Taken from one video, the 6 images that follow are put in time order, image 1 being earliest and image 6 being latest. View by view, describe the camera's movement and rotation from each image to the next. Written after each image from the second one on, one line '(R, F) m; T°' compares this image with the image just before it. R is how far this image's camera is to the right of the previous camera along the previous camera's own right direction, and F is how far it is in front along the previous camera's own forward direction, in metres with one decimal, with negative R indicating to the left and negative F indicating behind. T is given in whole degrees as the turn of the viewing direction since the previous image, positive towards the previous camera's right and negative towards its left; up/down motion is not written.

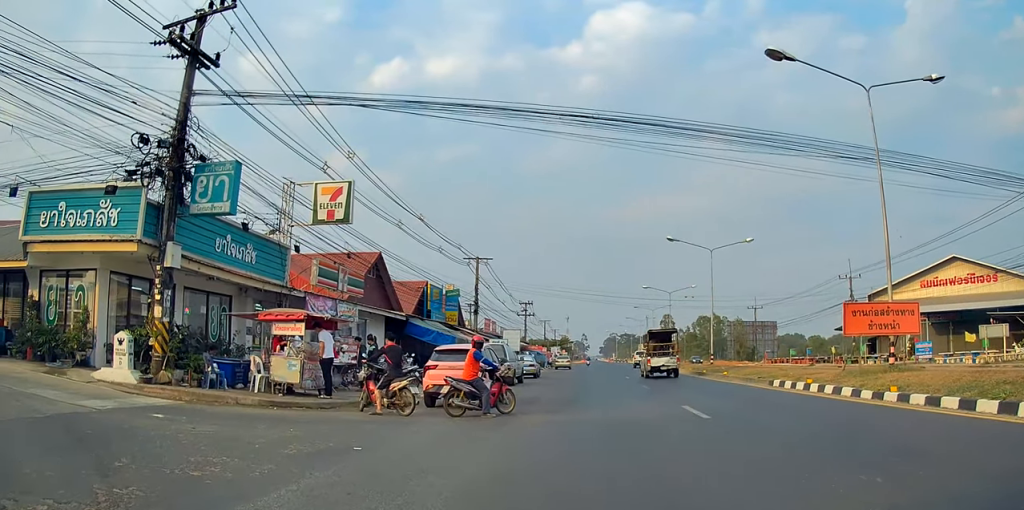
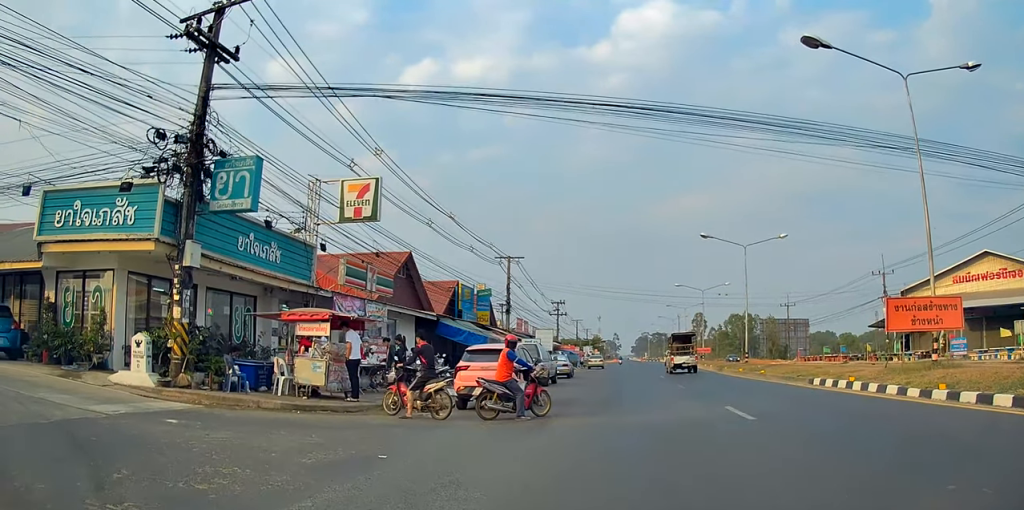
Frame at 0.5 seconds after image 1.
(0.0, +0.8) m; -1°
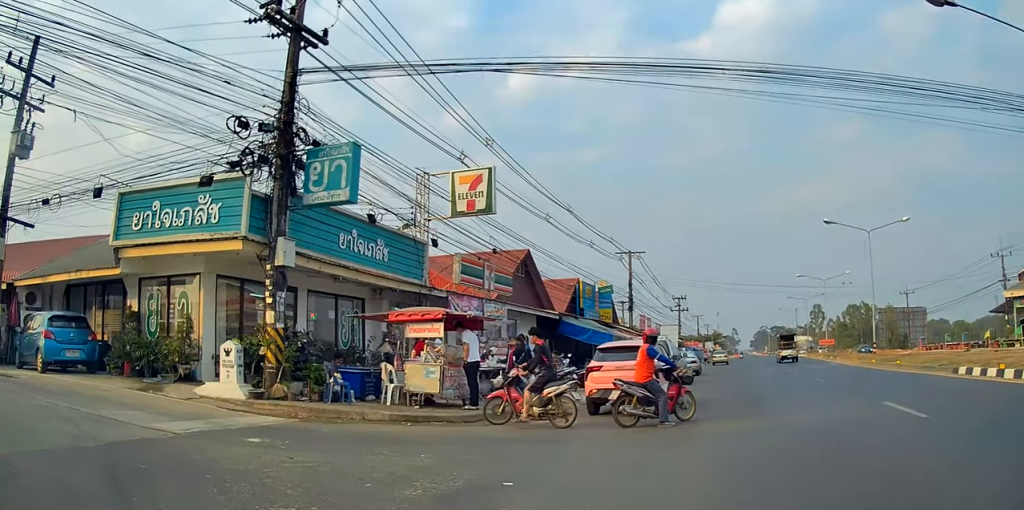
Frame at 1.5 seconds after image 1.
(0.0, +1.8) m; -2°
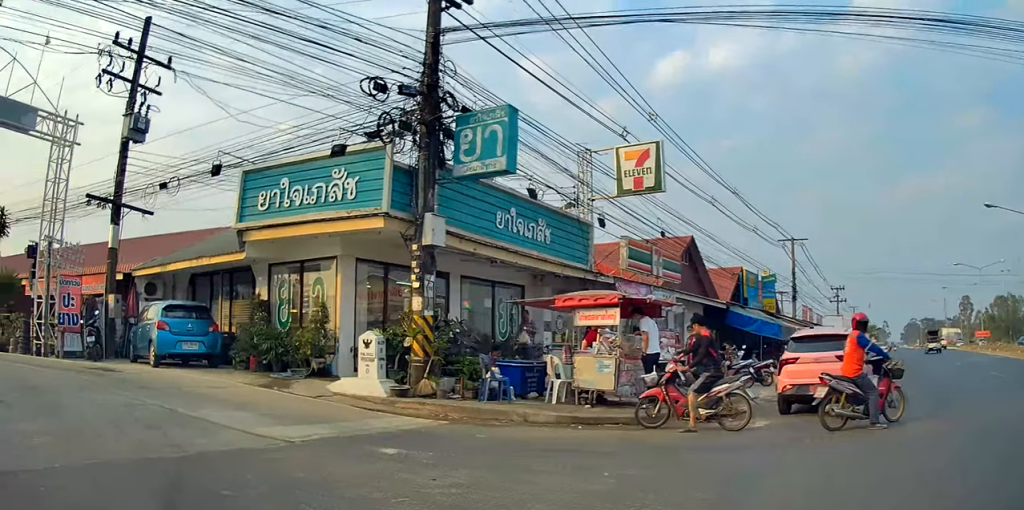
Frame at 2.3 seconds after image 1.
(0.0, +1.5) m; -5°
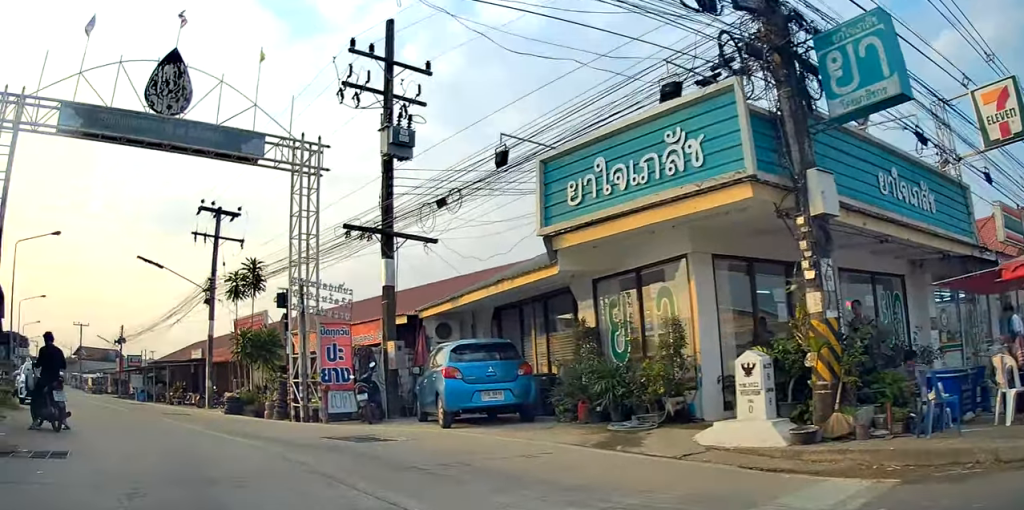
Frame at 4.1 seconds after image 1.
(-1.3, +2.7) m; -44°
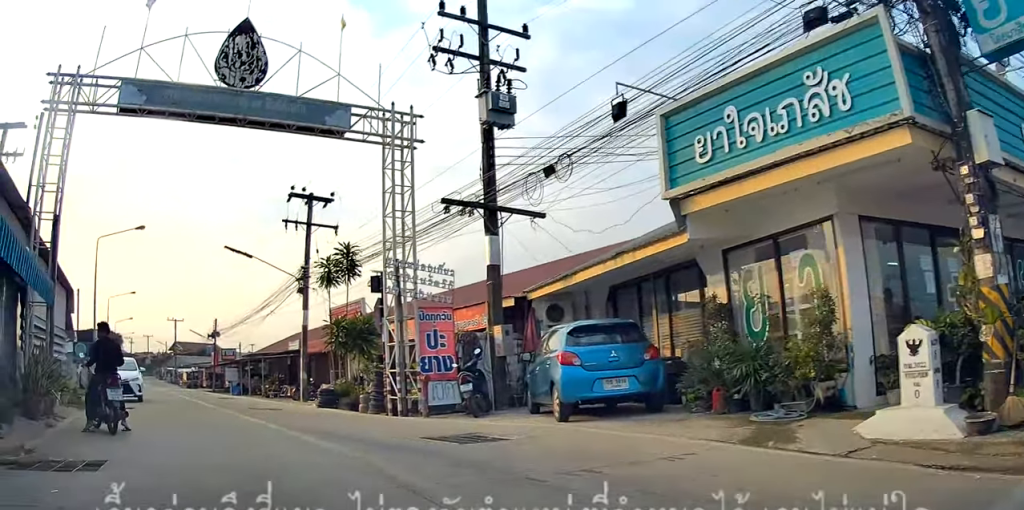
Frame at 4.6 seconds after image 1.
(-0.1, +1.0) m; -7°
